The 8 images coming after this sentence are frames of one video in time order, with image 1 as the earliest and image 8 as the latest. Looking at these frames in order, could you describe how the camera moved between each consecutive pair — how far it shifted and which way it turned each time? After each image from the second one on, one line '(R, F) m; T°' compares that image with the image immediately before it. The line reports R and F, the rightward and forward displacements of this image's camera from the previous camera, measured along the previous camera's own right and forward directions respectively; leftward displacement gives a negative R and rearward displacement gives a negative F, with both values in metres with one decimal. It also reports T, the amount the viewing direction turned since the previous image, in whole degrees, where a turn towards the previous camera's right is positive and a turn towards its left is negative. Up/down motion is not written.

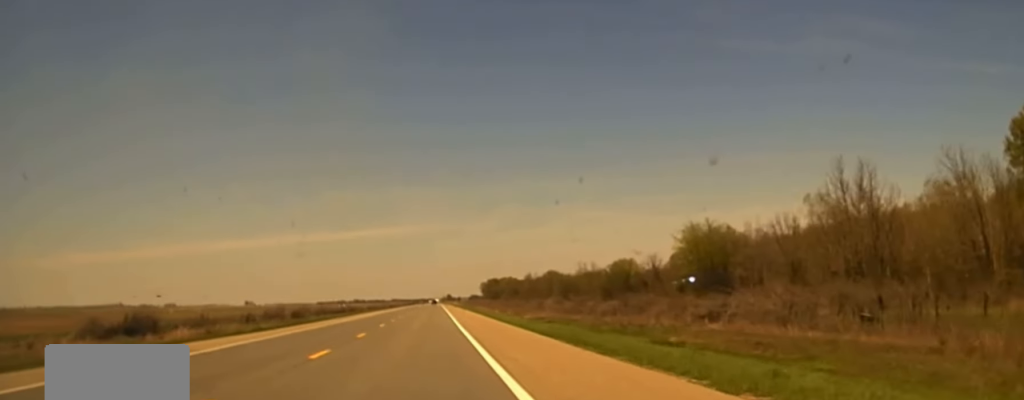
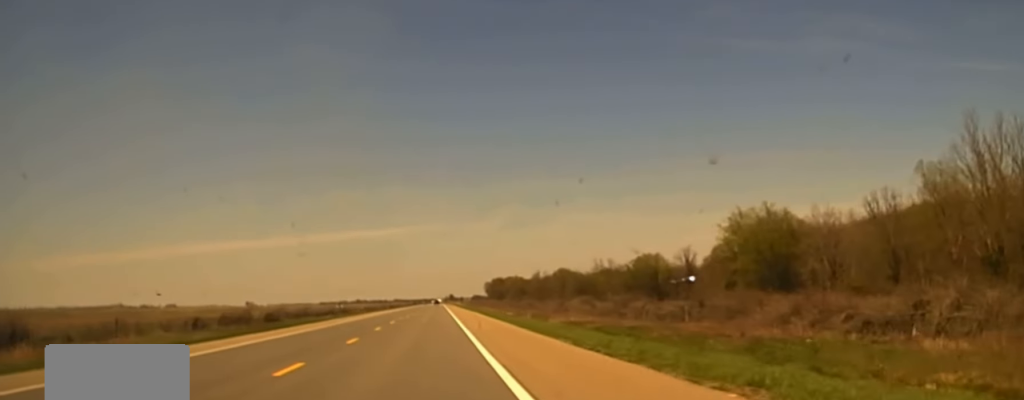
(0.0, +29.4) m; 0°
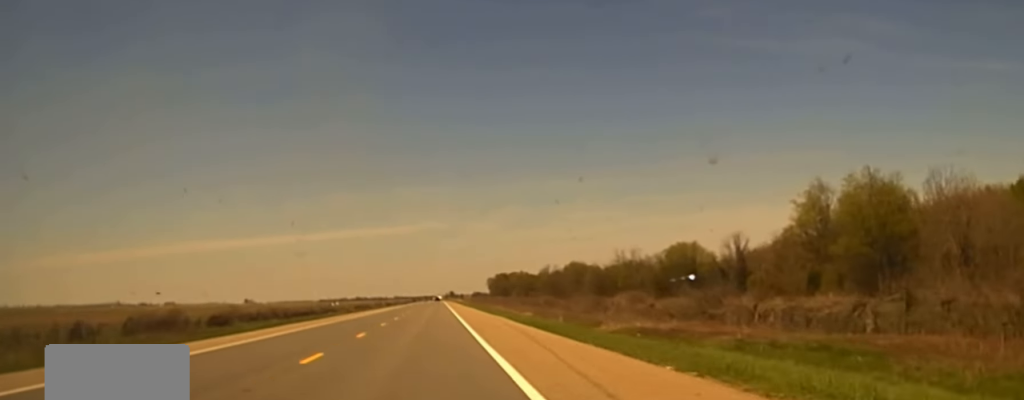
(0.0, +34.0) m; 0°
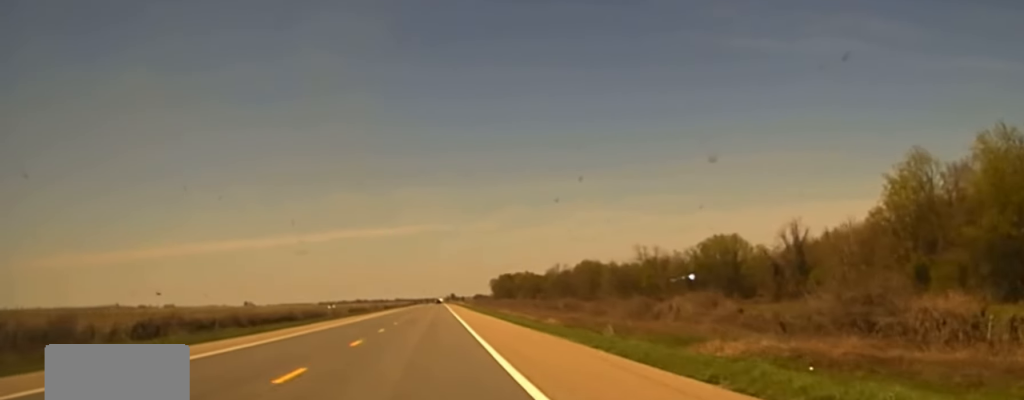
(0.0, +27.6) m; 0°
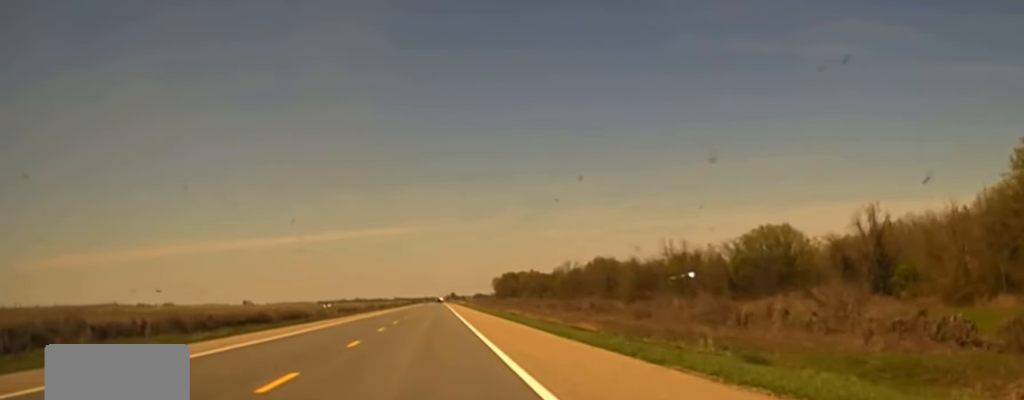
(0.0, +25.1) m; 0°
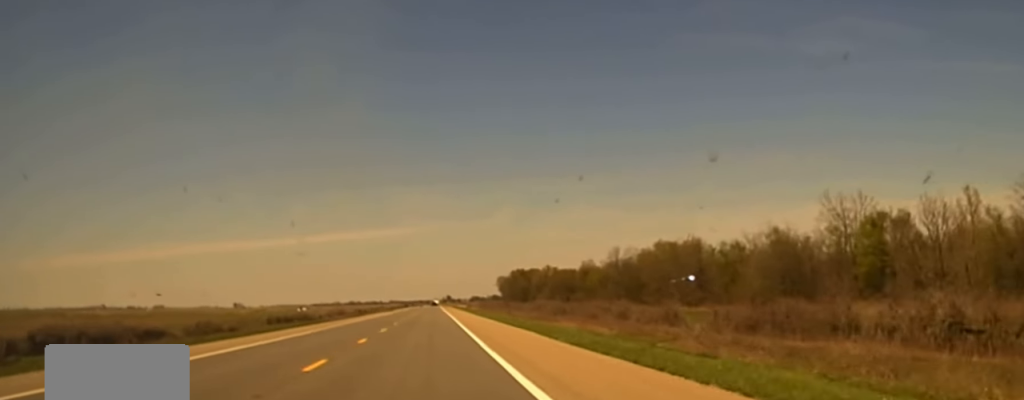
(0.0, +87.7) m; 0°
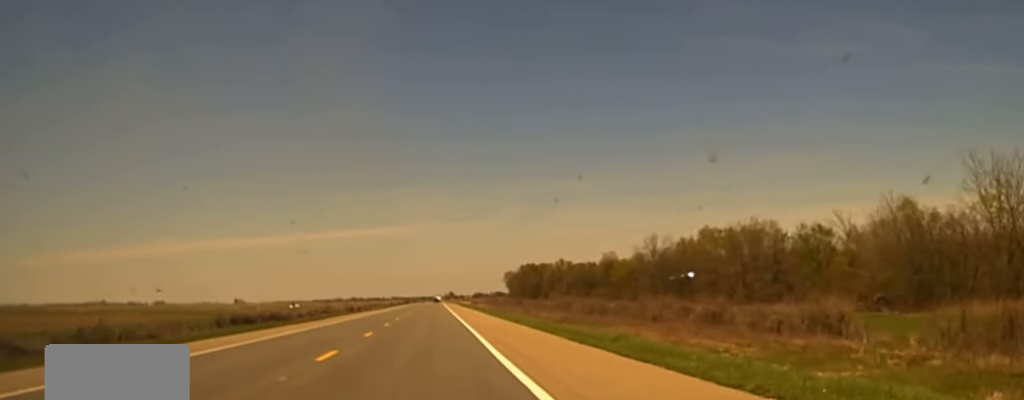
(0.0, +32.3) m; 0°
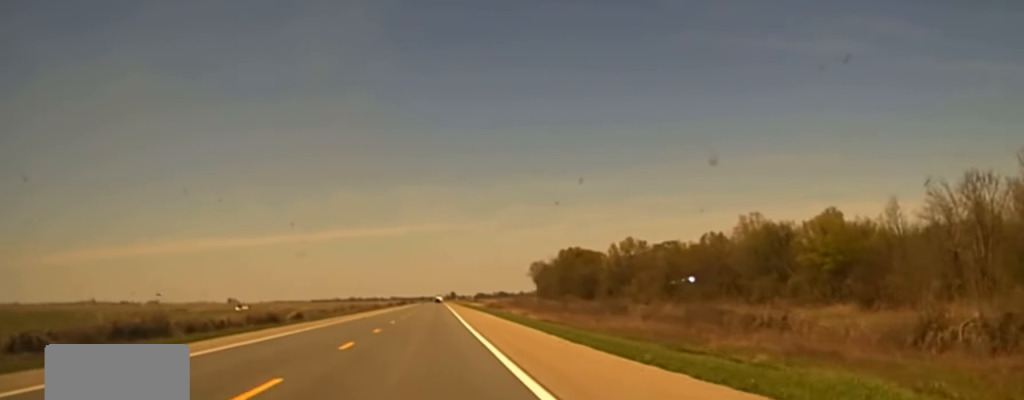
(-0.4, +132.2) m; 0°
